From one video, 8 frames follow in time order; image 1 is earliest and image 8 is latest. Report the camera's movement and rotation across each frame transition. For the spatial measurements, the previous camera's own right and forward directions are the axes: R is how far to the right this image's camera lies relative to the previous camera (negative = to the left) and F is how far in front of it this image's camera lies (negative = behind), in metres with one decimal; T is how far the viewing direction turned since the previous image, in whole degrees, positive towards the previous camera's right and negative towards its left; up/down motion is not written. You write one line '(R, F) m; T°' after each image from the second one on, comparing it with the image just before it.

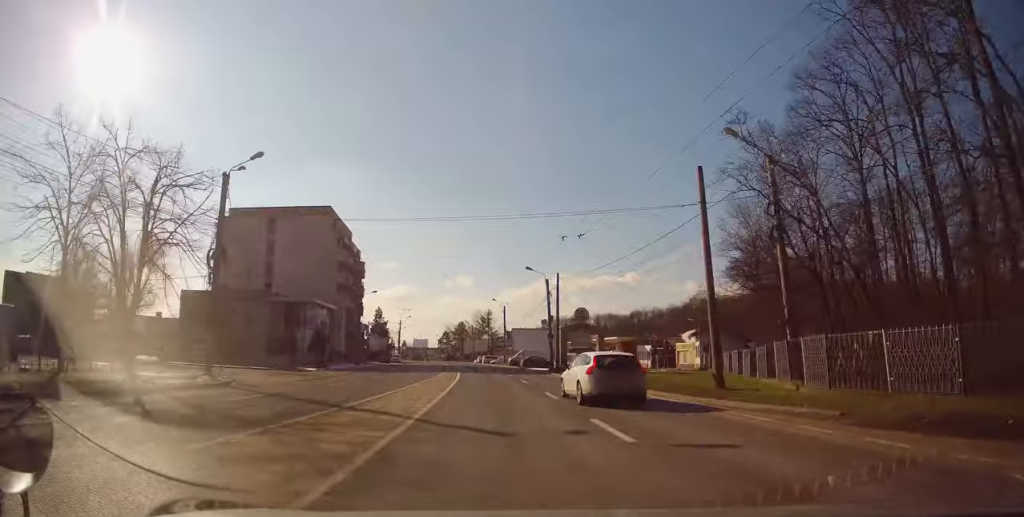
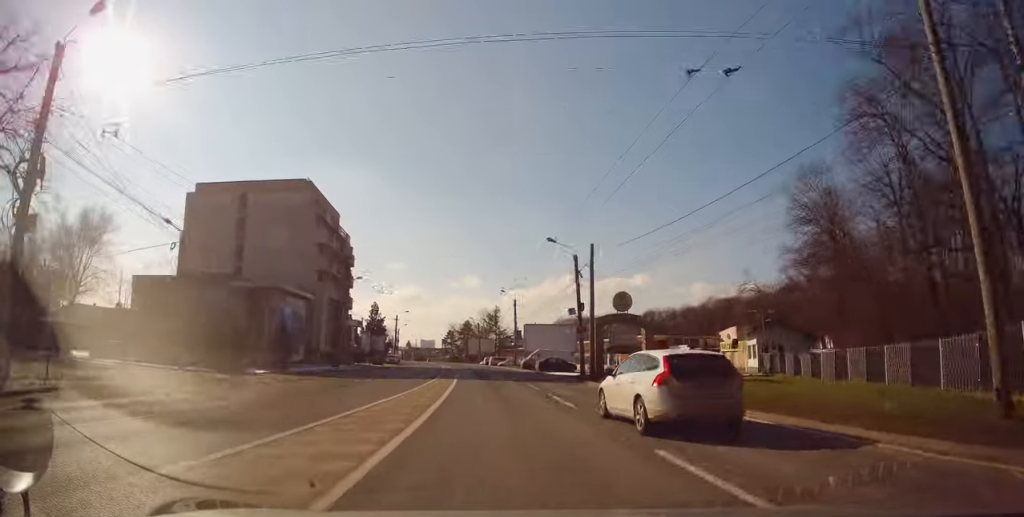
(+0.1, +12.3) m; -1°
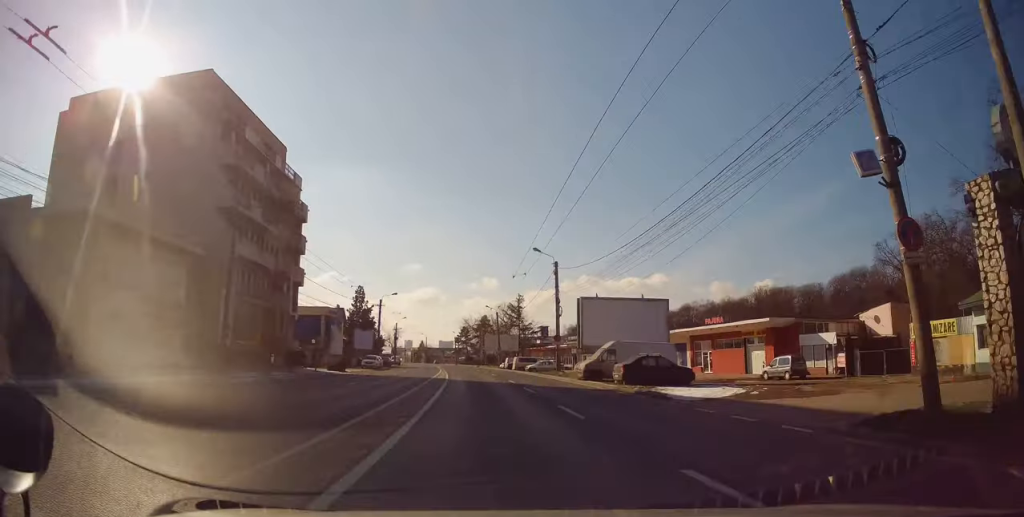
(-0.8, +28.4) m; -2°
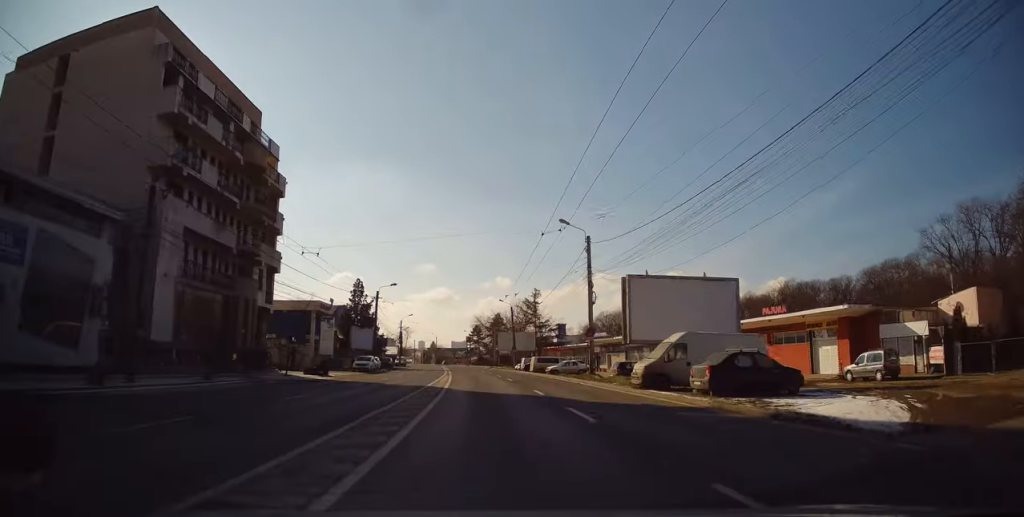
(0.0, +9.2) m; -1°
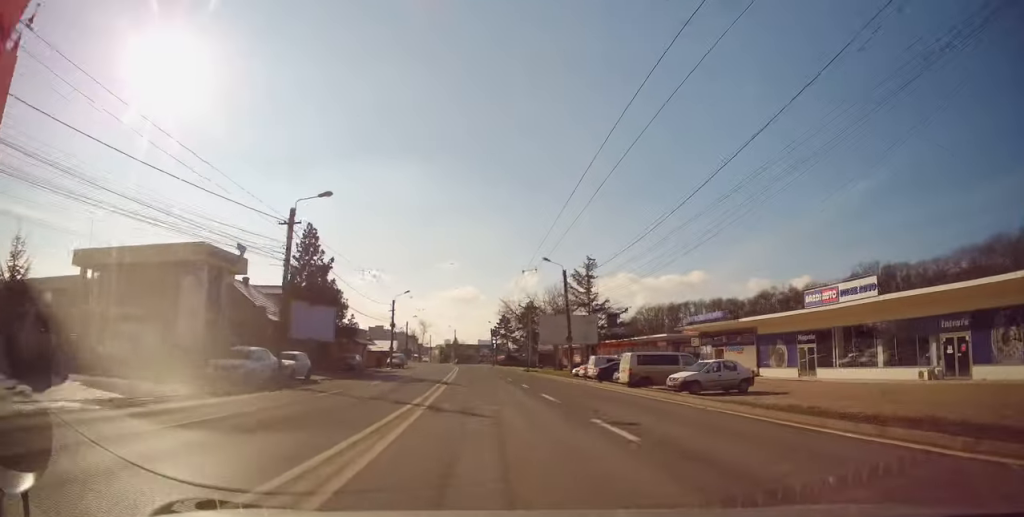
(-1.1, +31.5) m; -4°
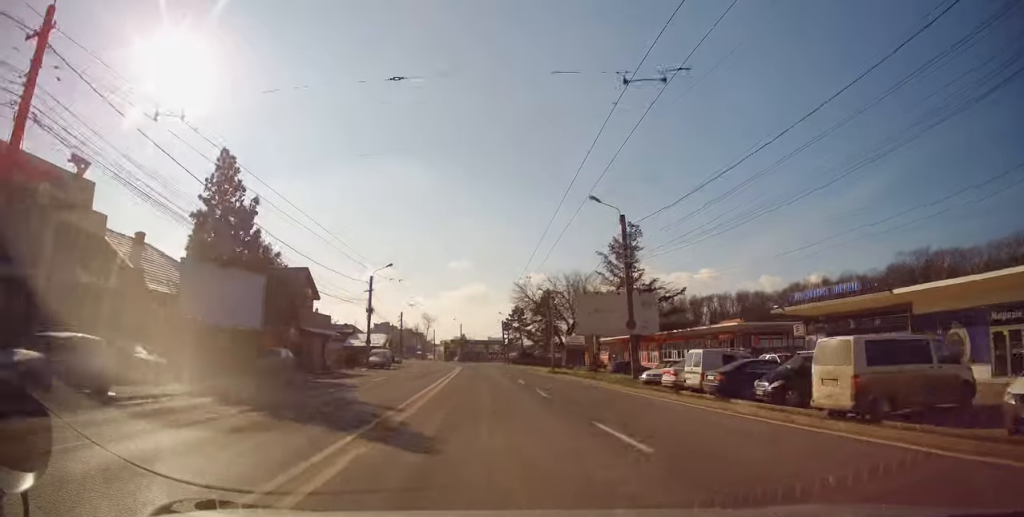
(-0.2, +17.5) m; 0°
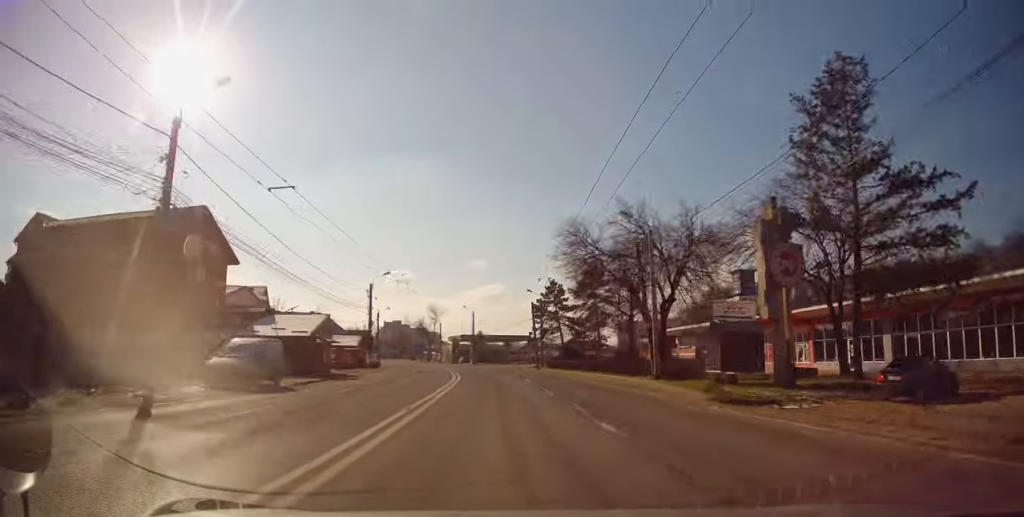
(+0.1, +33.7) m; -2°
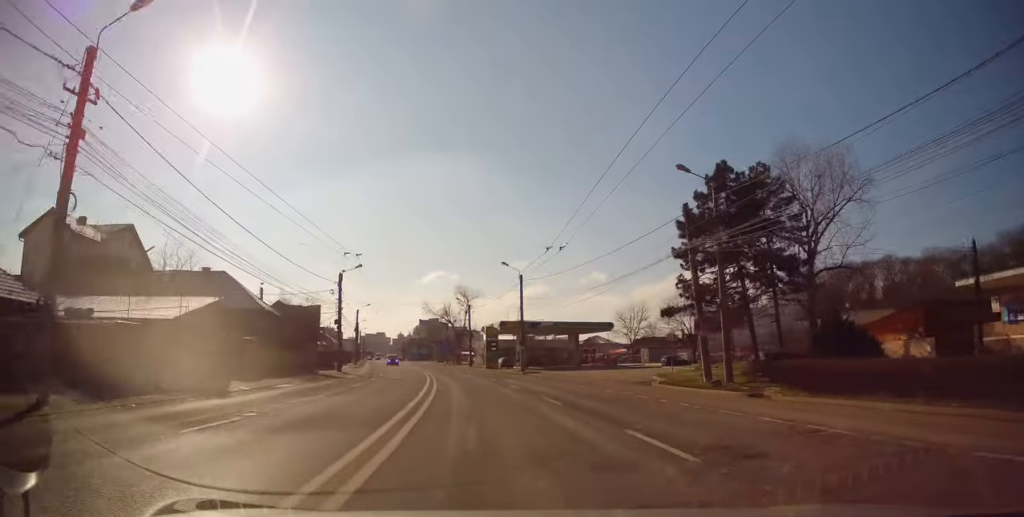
(-1.8, +44.1) m; -5°
